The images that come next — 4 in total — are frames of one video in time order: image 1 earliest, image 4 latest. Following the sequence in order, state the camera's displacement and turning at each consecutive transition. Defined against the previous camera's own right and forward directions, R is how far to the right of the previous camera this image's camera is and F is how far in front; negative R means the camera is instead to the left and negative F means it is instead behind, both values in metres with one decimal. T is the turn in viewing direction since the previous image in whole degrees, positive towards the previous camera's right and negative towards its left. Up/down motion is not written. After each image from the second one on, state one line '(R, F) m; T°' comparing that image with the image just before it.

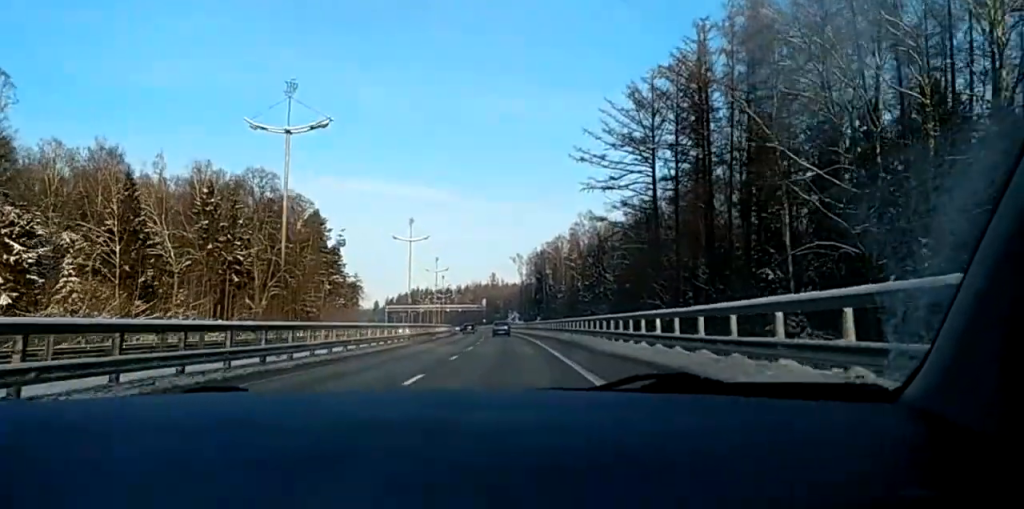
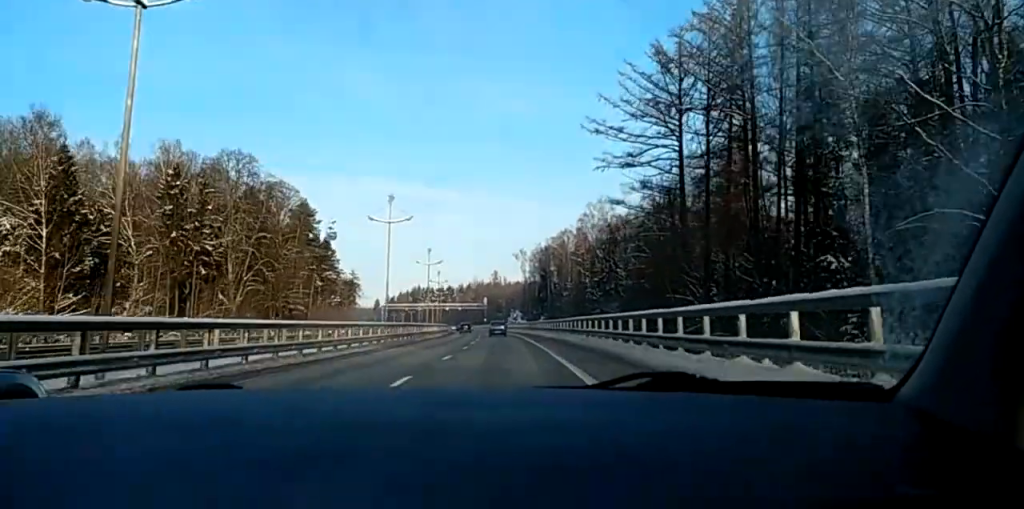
(0.0, +13.4) m; -1°
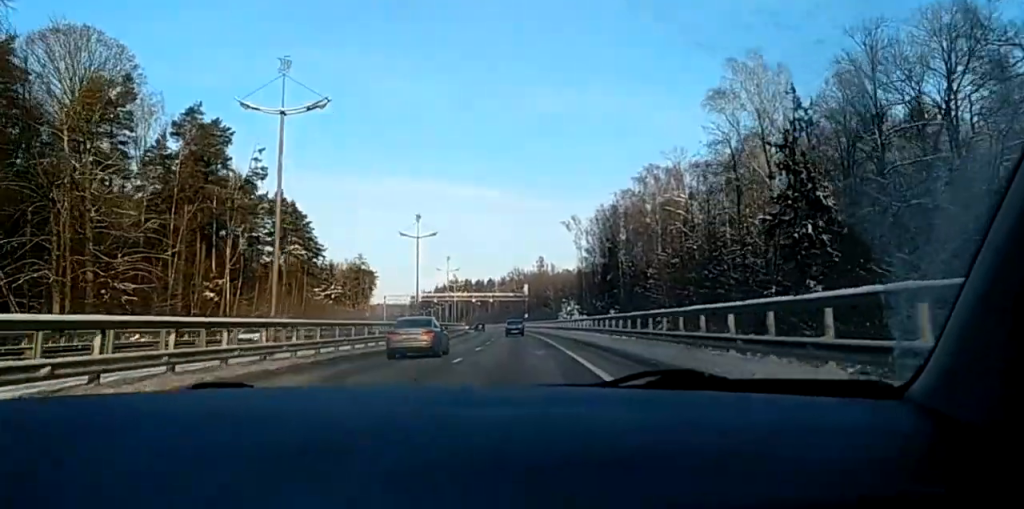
(-1.8, +74.8) m; -2°
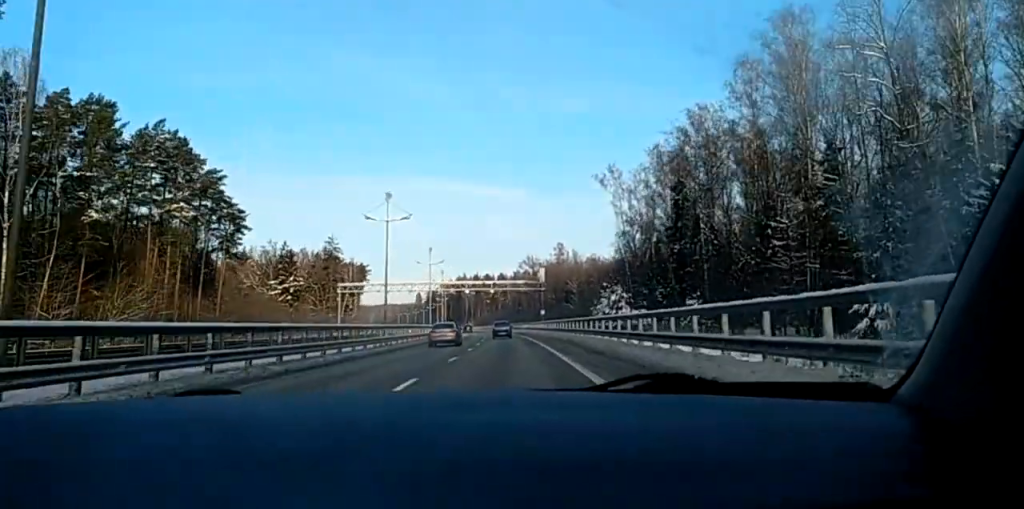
(+0.2, +57.0) m; 0°
